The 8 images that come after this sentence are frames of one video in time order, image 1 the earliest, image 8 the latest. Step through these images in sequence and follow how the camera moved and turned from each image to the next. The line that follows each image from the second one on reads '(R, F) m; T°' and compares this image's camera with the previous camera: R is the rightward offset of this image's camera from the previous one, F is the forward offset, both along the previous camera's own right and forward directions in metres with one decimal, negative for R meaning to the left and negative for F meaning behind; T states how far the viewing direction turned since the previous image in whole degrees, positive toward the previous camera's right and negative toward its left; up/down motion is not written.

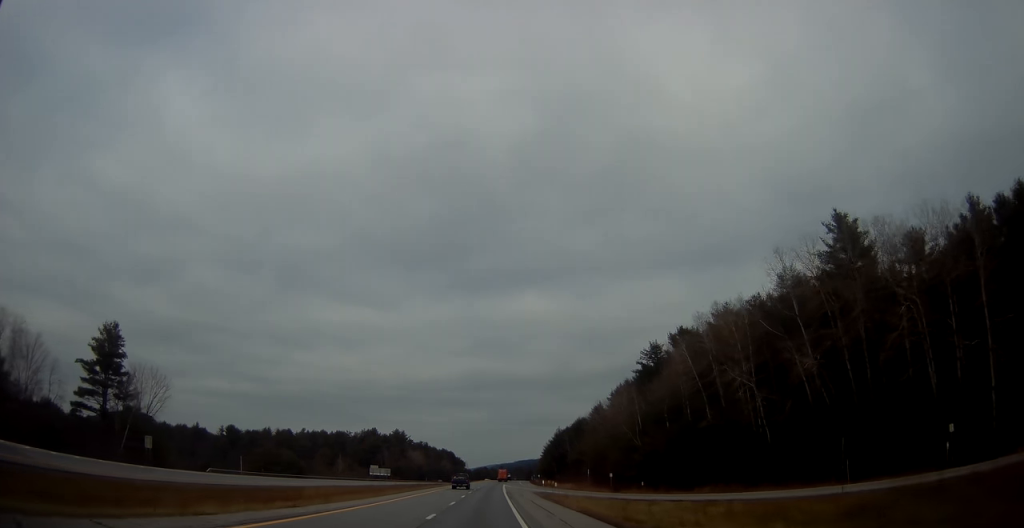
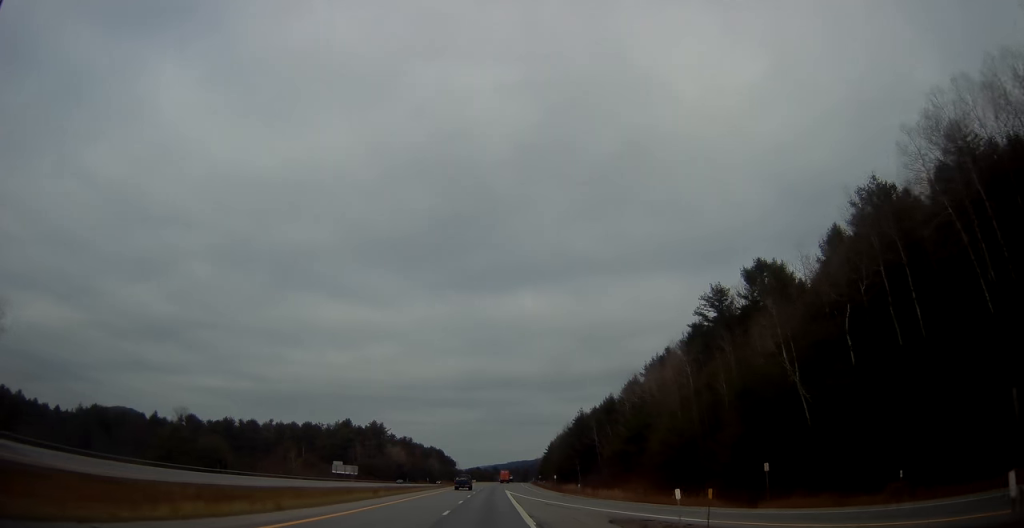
(+0.2, +45.1) m; +1°
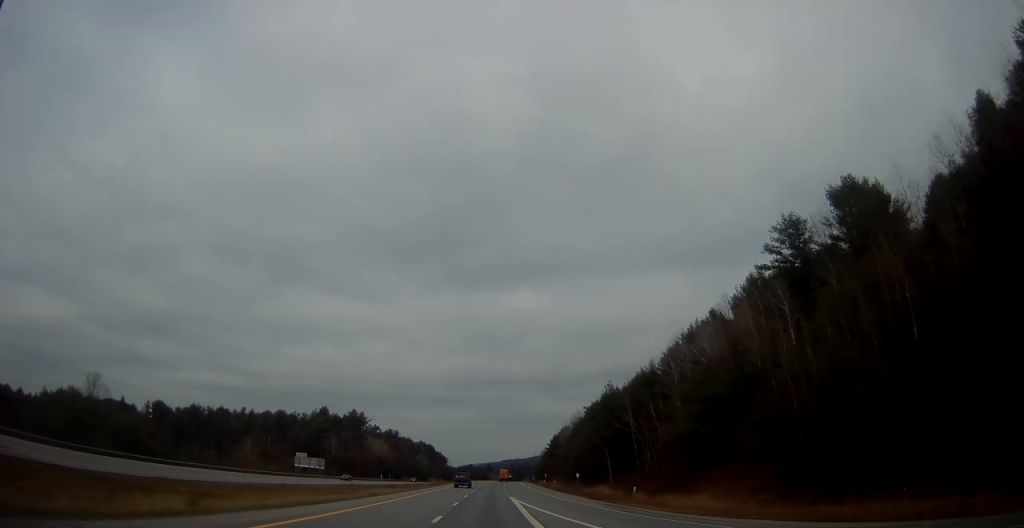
(0.0, +29.8) m; 0°
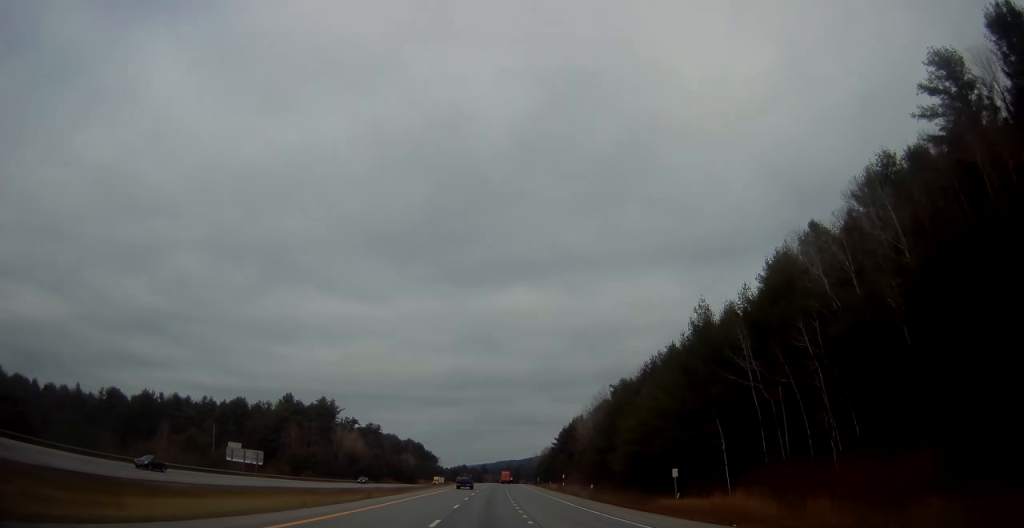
(+0.1, +38.0) m; +1°
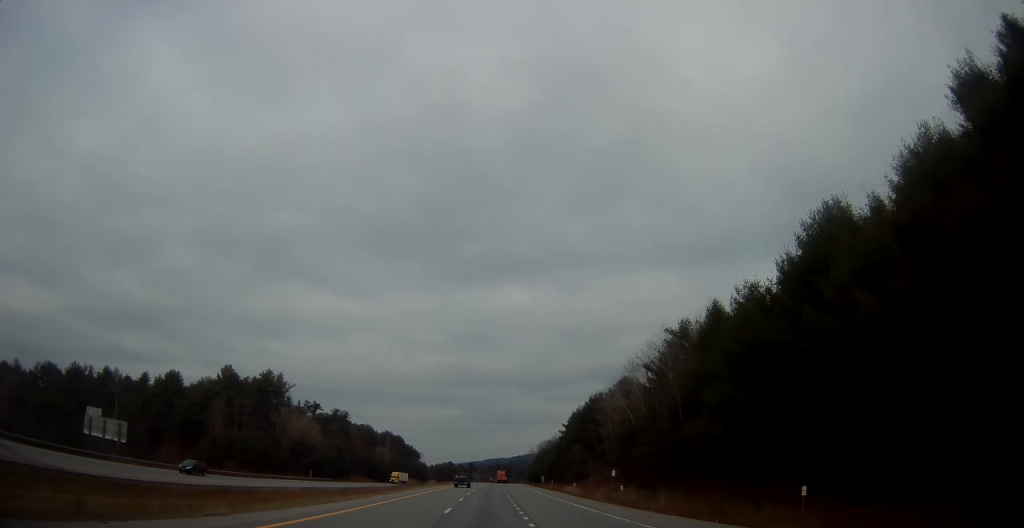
(+0.5, +42.0) m; +1°
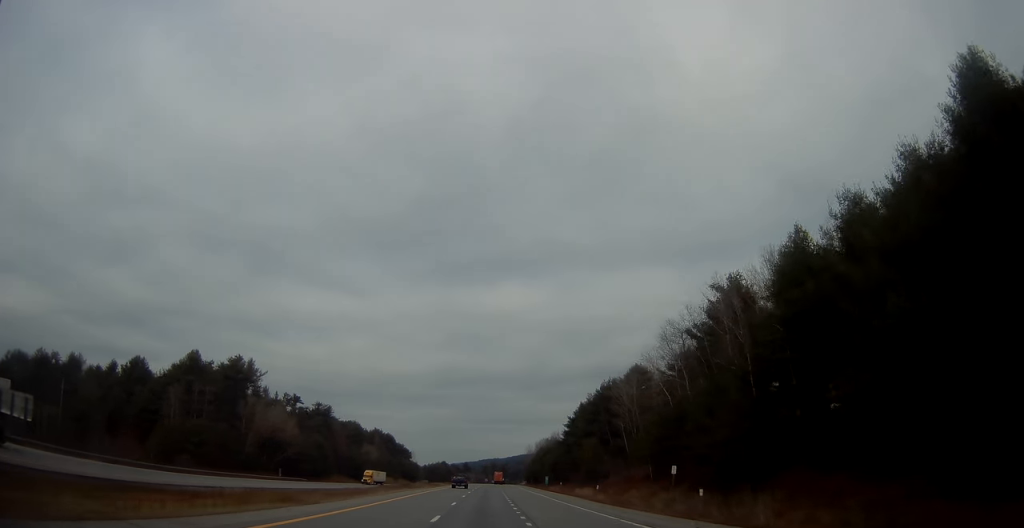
(0.0, +17.4) m; 0°
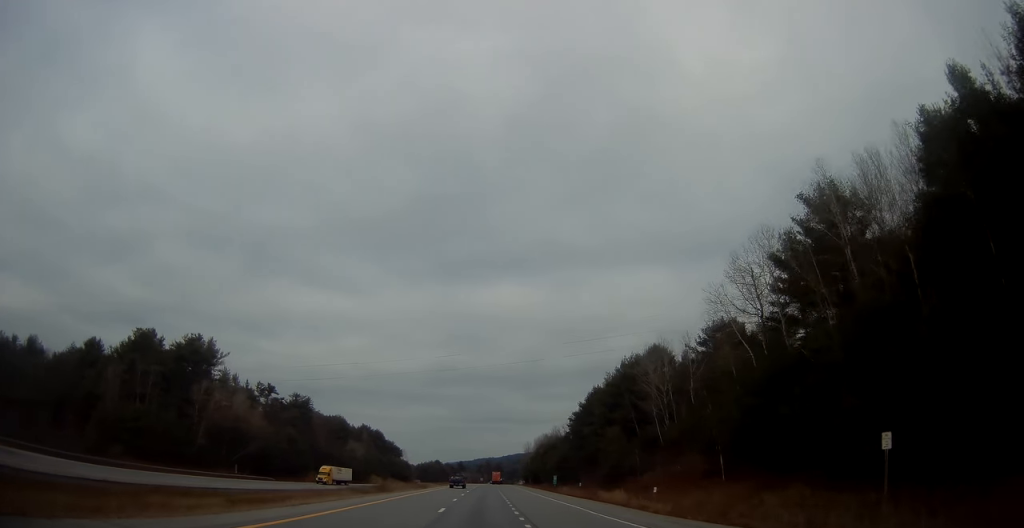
(+0.1, +19.5) m; 0°
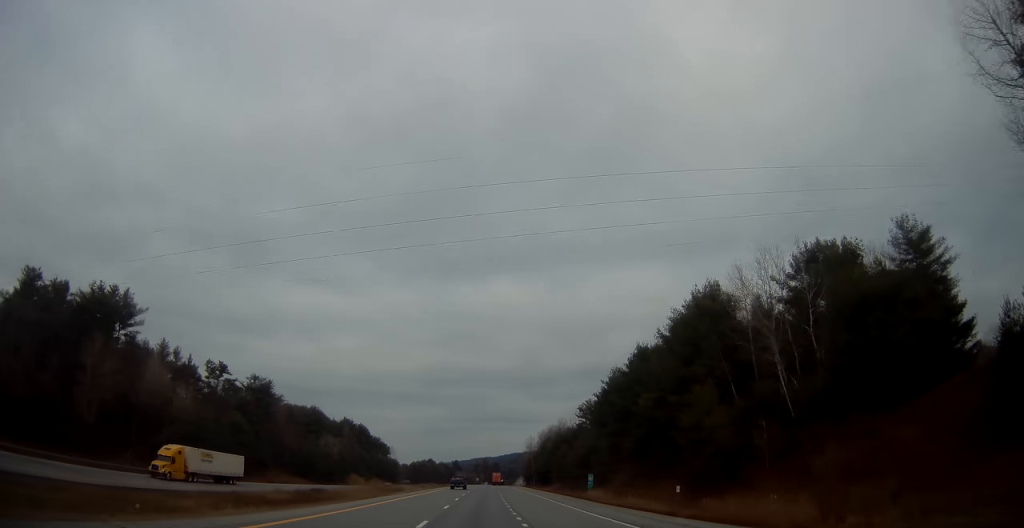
(+0.2, +31.7) m; +1°
